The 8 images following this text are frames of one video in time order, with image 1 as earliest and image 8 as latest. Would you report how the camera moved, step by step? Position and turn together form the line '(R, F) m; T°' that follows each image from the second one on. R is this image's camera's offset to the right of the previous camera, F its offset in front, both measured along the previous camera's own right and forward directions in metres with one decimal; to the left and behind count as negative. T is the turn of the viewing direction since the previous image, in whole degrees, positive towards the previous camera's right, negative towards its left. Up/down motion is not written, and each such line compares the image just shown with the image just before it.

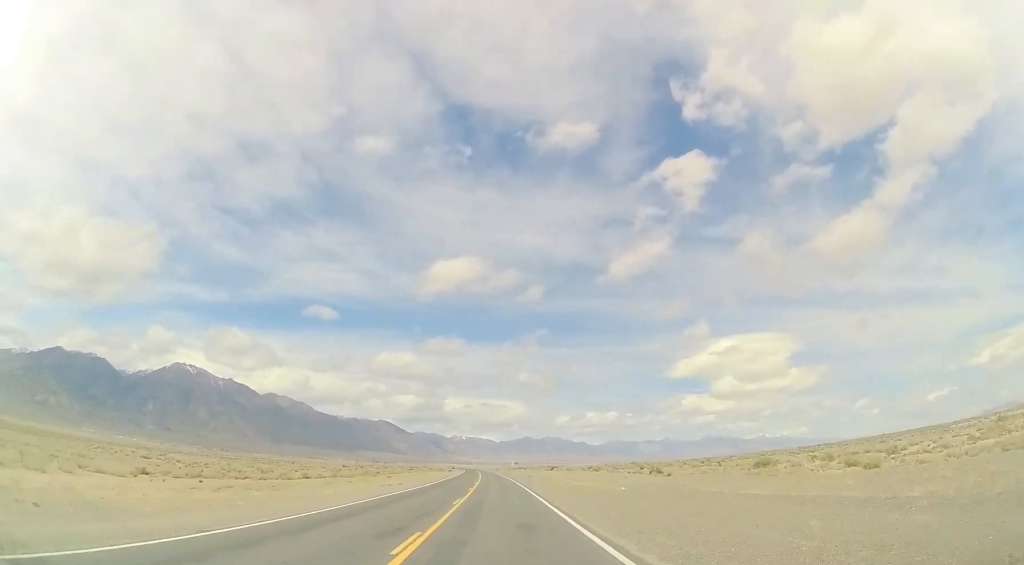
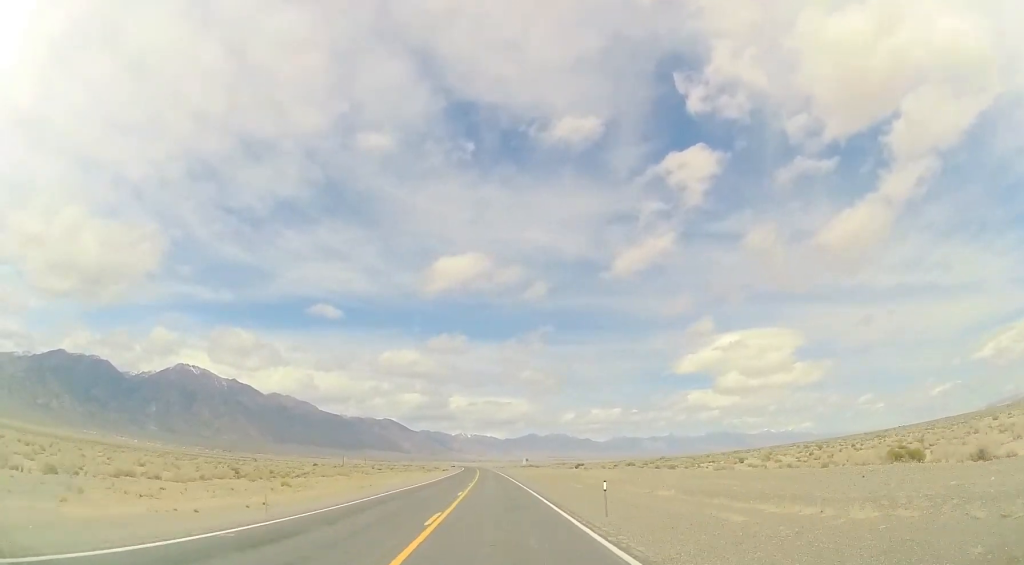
(+0.1, +37.3) m; -1°
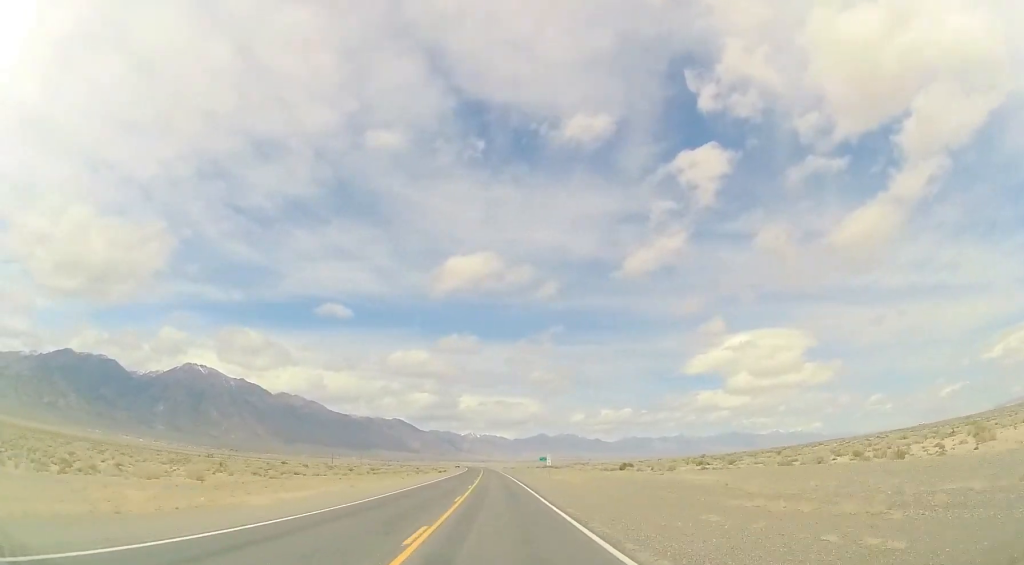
(-0.7, +31.2) m; -1°
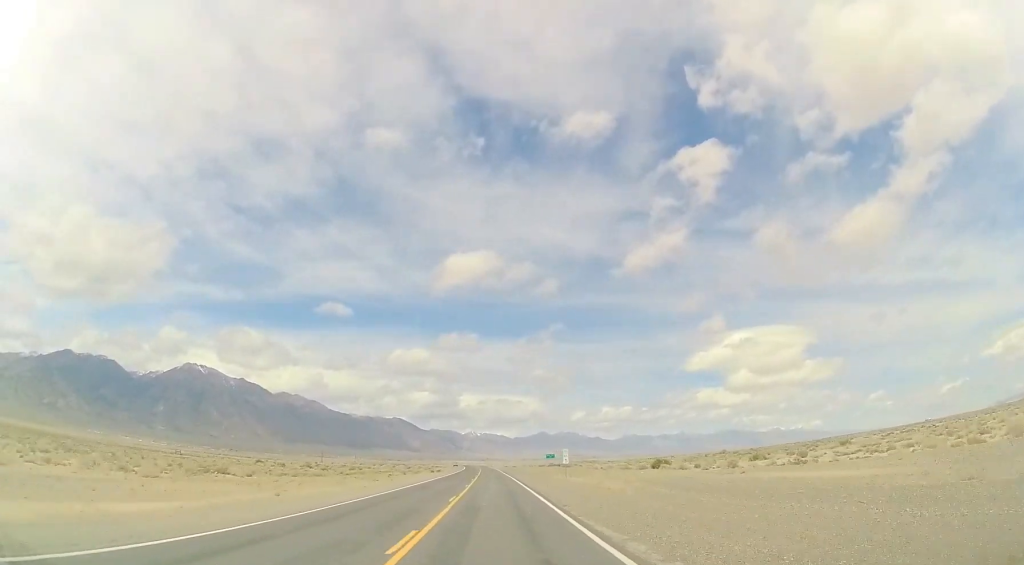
(-0.1, +14.9) m; 0°
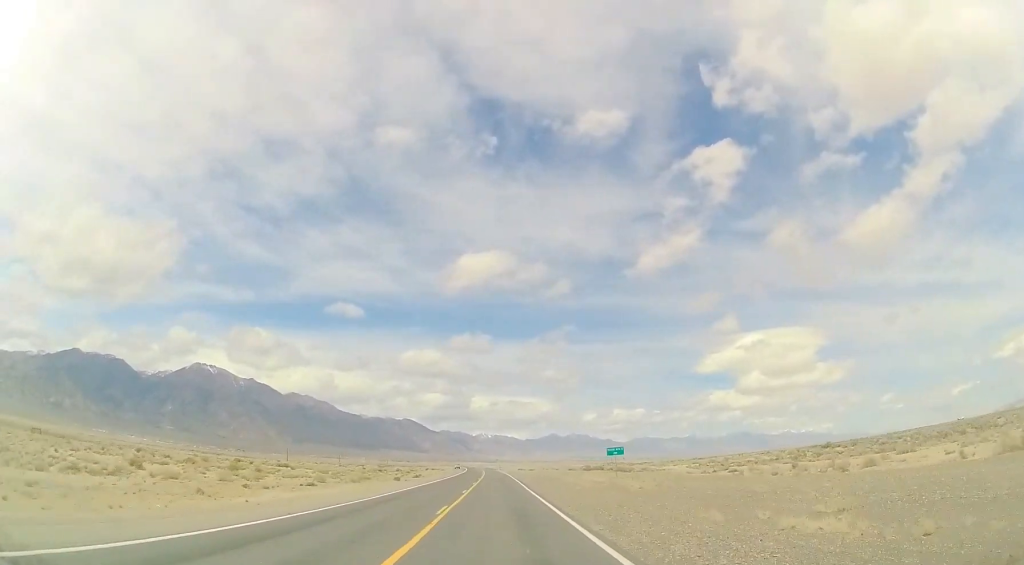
(+0.5, +46.6) m; 0°
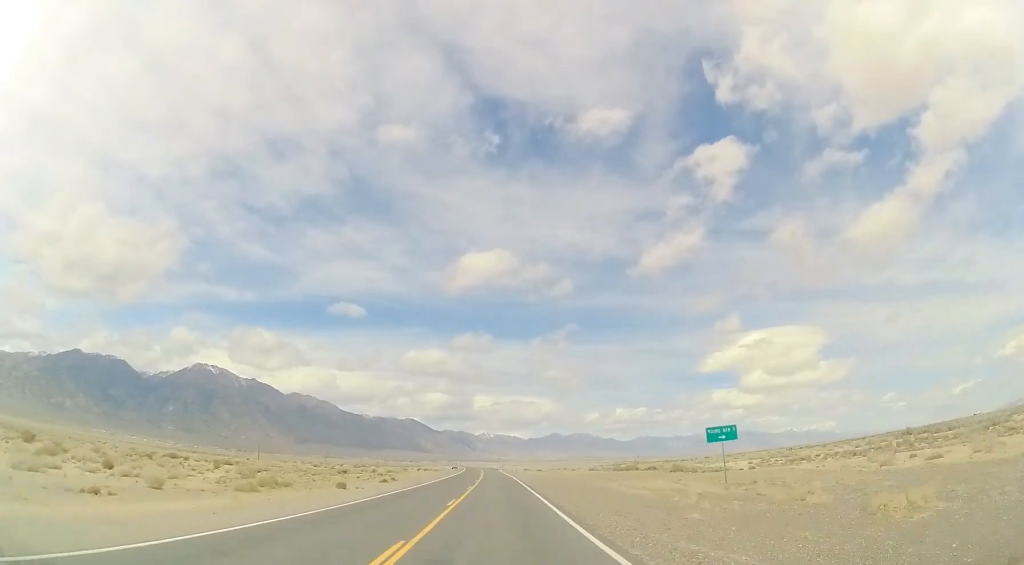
(-0.2, +23.6) m; -1°
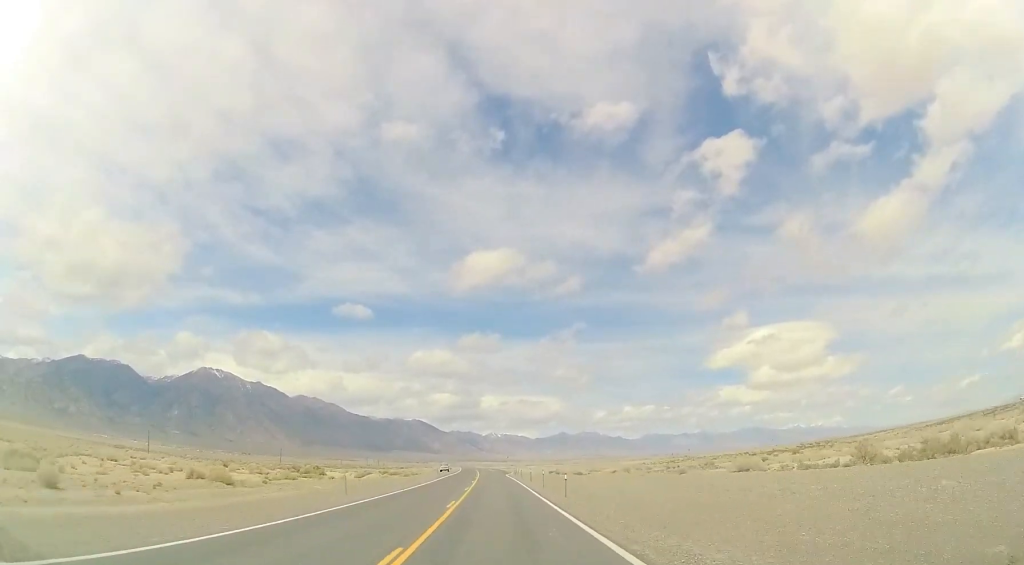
(-0.9, +55.7) m; -1°
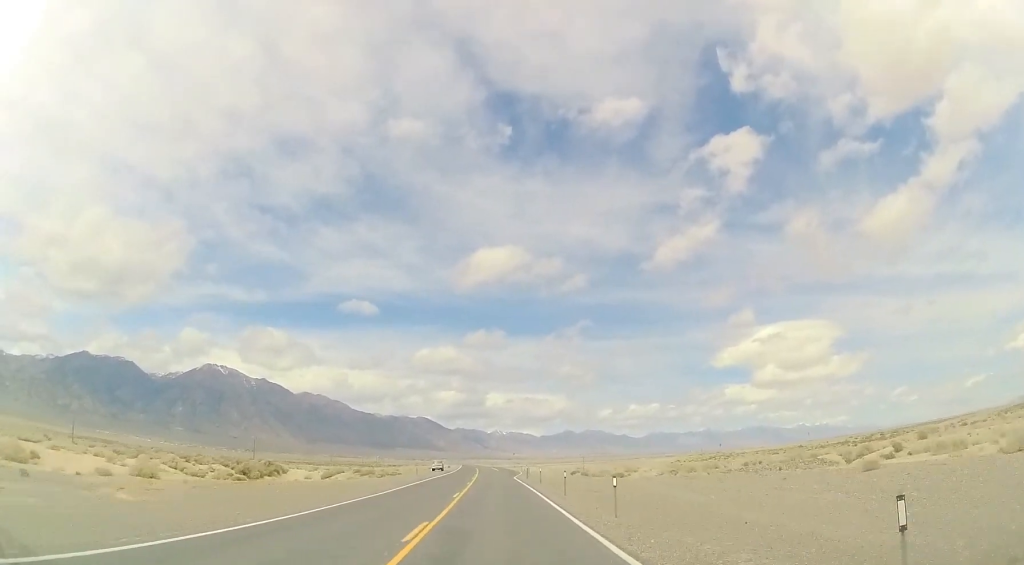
(0.0, +23.2) m; 0°
